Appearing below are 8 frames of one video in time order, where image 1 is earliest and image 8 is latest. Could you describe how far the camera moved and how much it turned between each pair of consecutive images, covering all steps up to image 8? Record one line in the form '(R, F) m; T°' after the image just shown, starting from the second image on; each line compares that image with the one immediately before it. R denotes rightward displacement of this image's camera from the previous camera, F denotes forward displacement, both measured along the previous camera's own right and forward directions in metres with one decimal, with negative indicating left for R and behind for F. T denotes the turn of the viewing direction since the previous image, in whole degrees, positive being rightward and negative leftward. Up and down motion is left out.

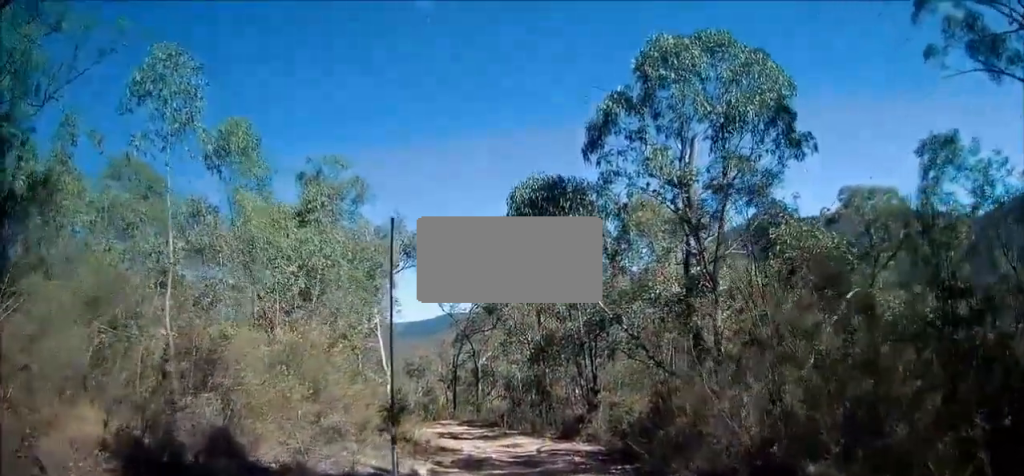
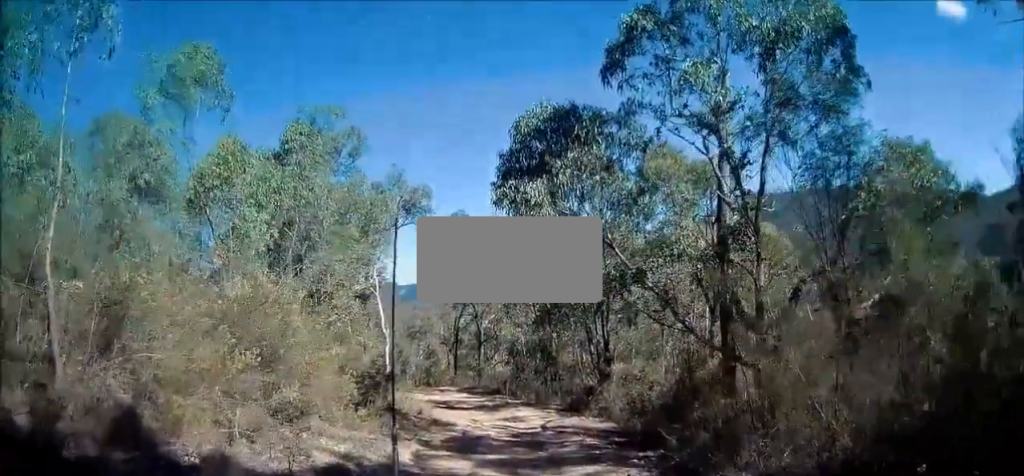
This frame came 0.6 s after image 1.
(0.0, +2.3) m; +2°
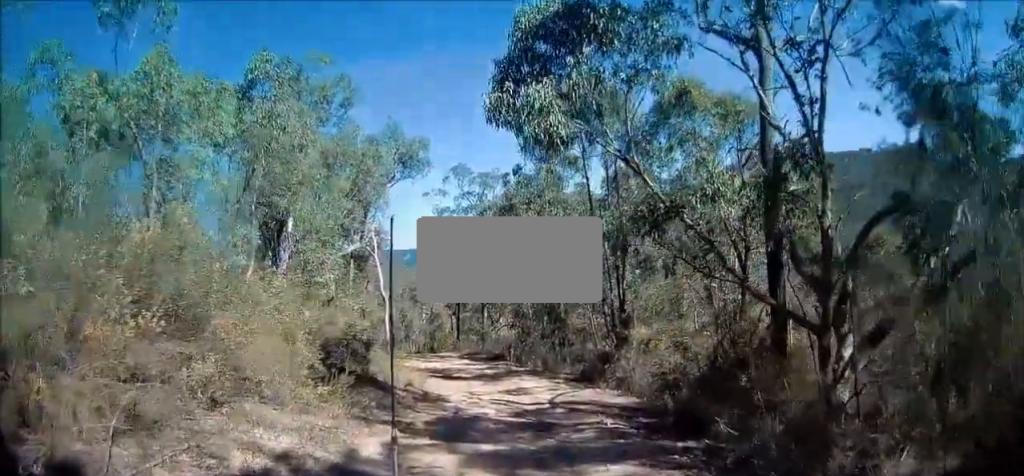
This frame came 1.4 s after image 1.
(-0.3, +2.6) m; +5°
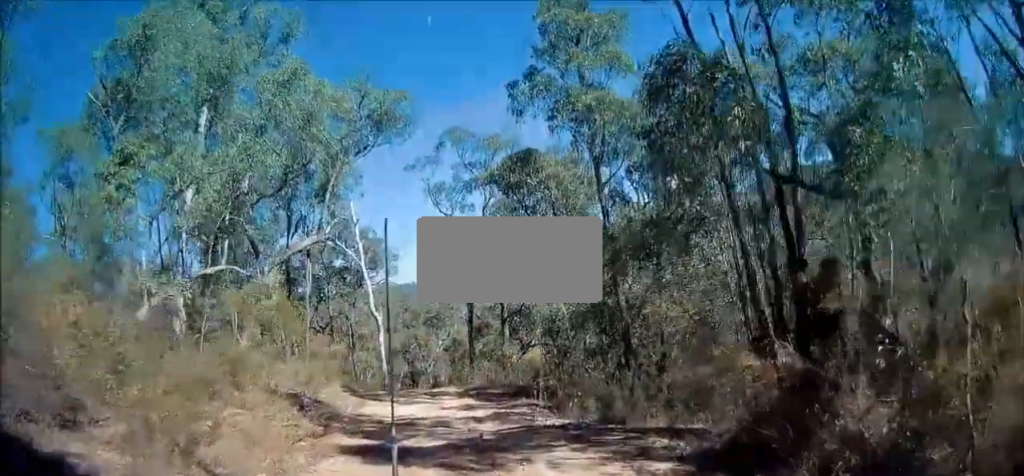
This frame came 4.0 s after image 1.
(-0.2, +12.9) m; -12°
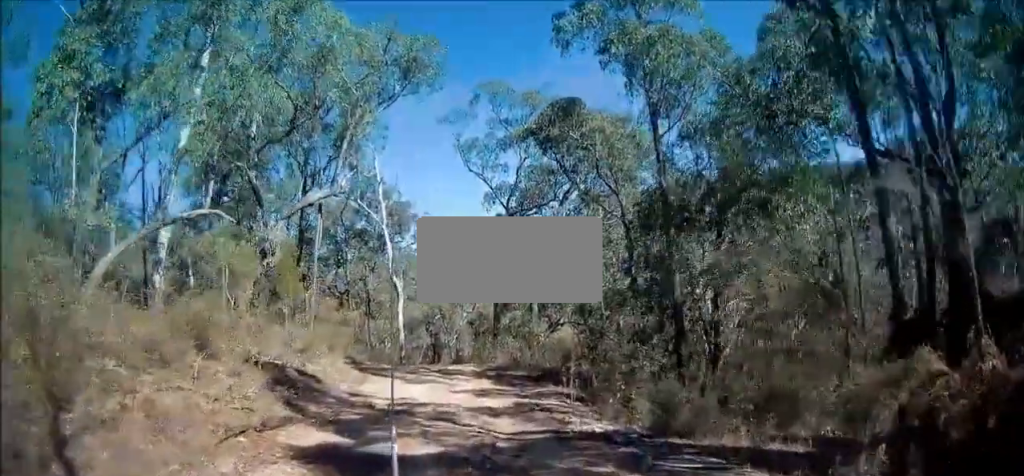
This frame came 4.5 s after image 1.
(0.0, +2.9) m; -4°
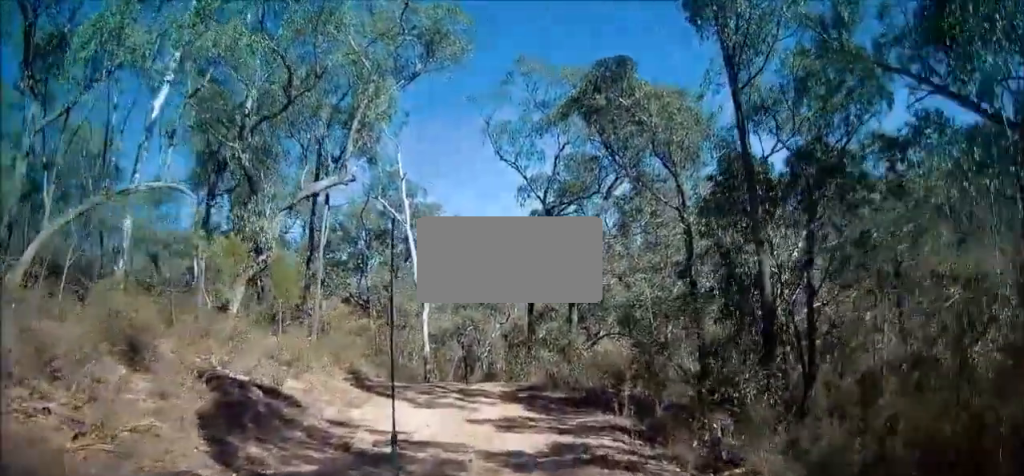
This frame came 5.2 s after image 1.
(-0.7, +3.7) m; -4°
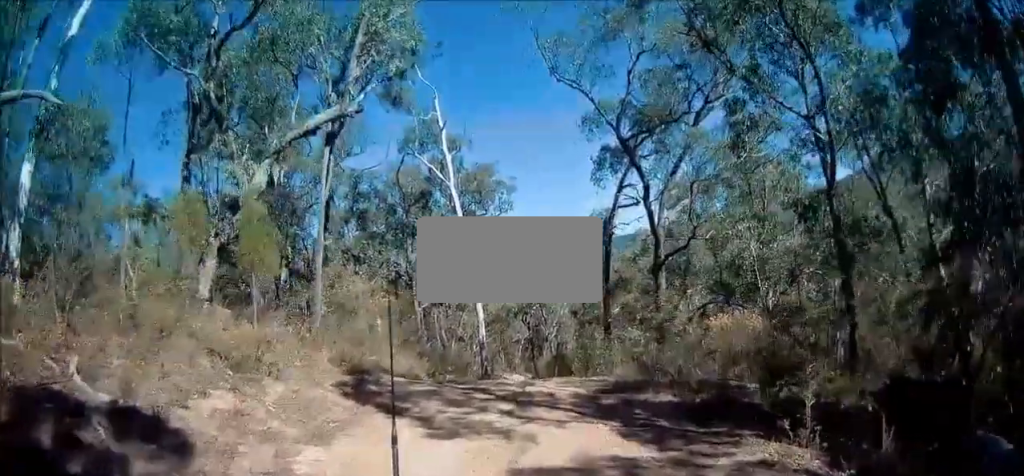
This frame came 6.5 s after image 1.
(+0.3, +6.3) m; -4°
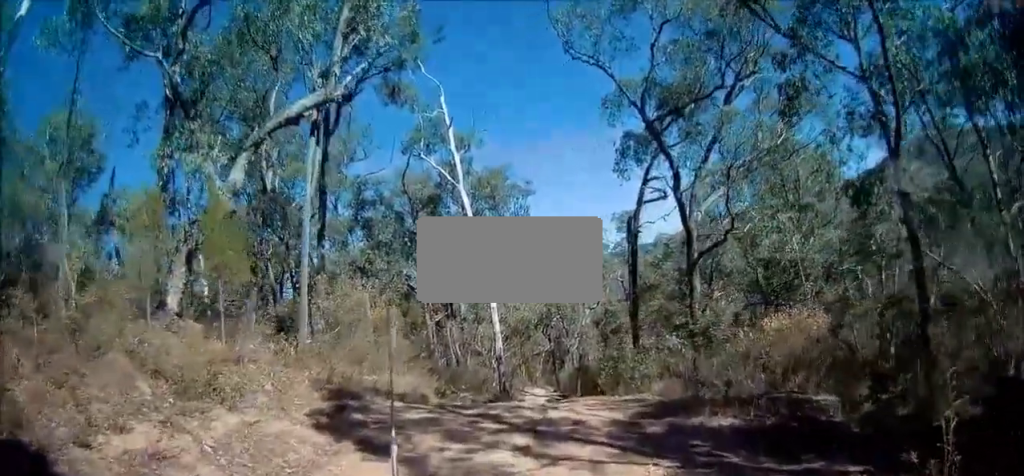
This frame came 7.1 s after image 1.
(-0.1, +2.4) m; -9°
